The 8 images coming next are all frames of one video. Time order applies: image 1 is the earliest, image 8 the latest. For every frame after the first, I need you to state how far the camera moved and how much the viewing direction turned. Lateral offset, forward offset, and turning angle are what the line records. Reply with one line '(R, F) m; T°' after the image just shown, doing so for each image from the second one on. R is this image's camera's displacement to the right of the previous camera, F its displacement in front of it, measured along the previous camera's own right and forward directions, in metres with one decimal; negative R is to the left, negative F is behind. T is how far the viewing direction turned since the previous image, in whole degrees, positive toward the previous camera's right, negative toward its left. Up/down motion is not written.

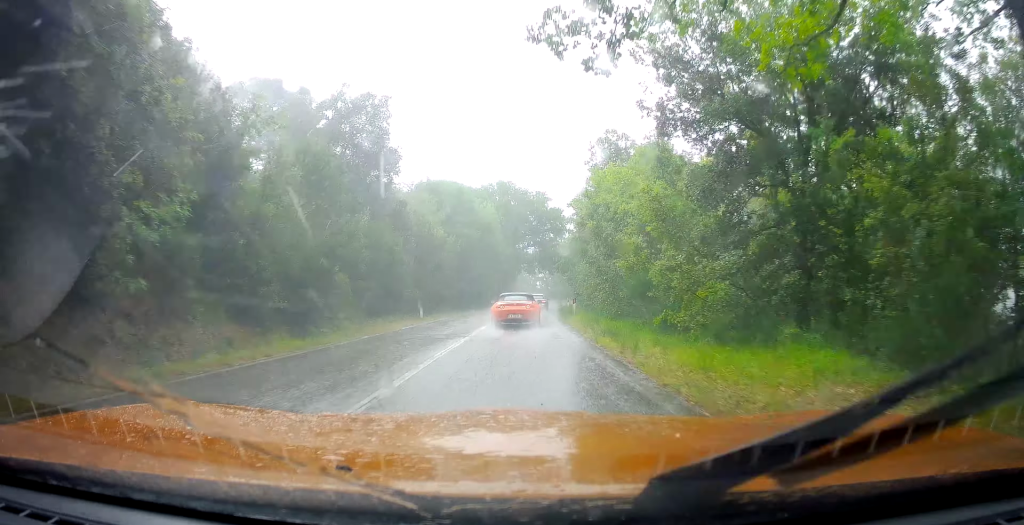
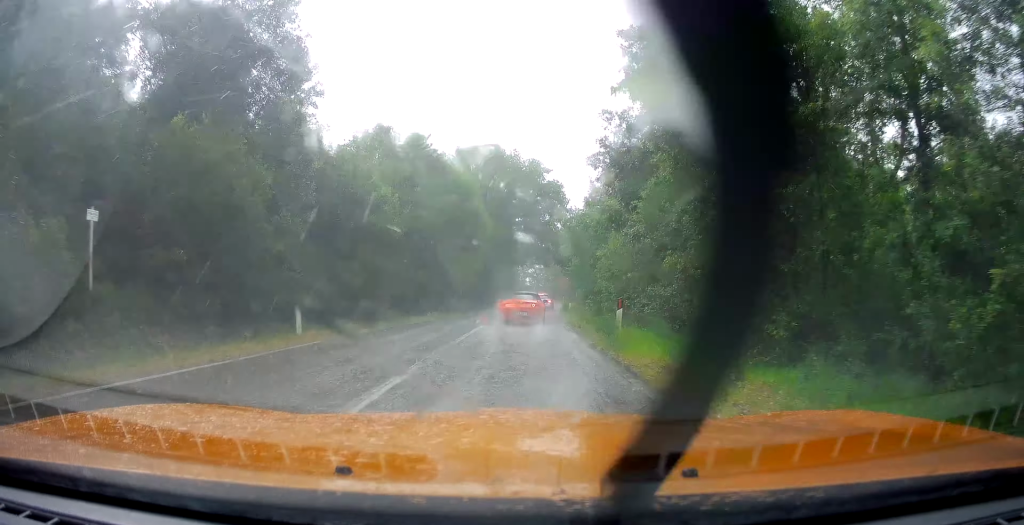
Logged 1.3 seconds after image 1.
(+0.8, +16.3) m; 0°
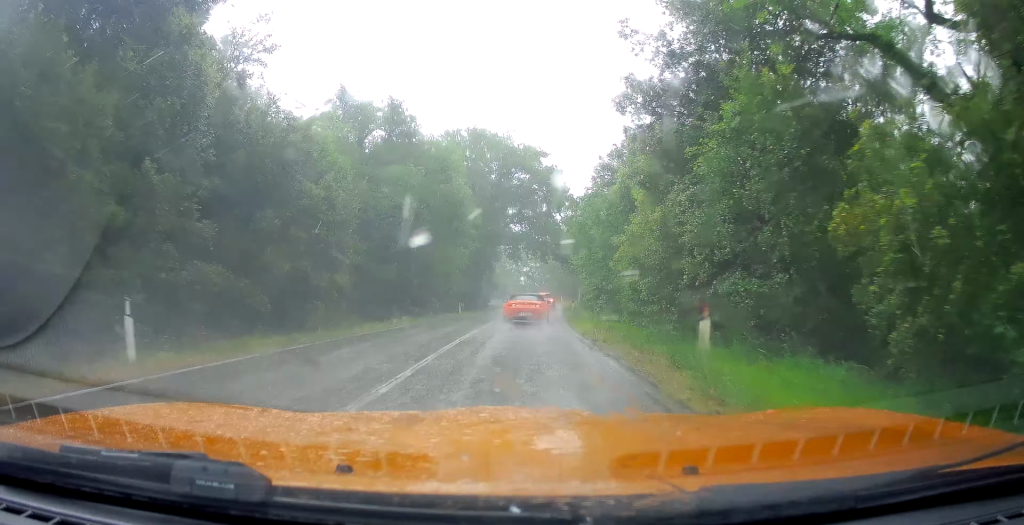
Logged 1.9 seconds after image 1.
(-0.4, +7.3) m; 0°
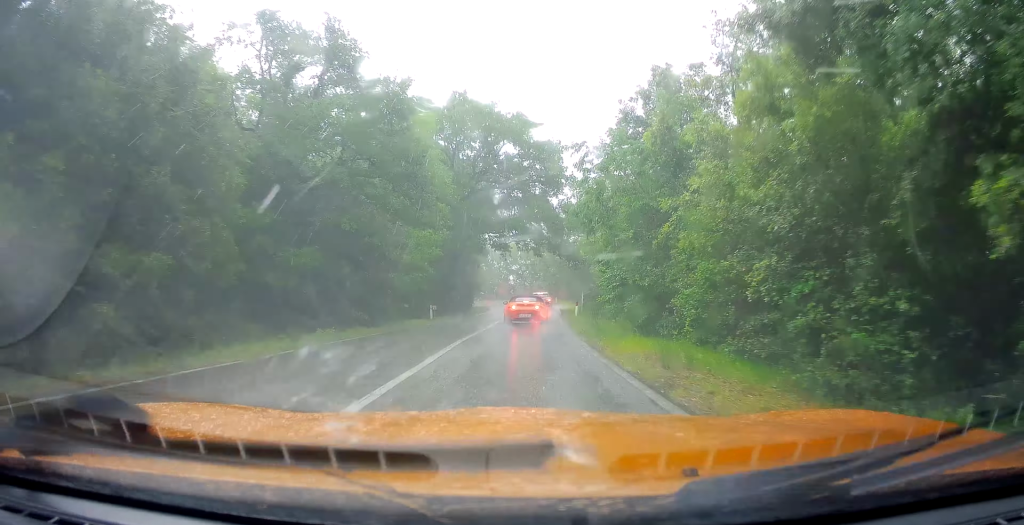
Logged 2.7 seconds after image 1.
(-0.3, +9.4) m; +1°
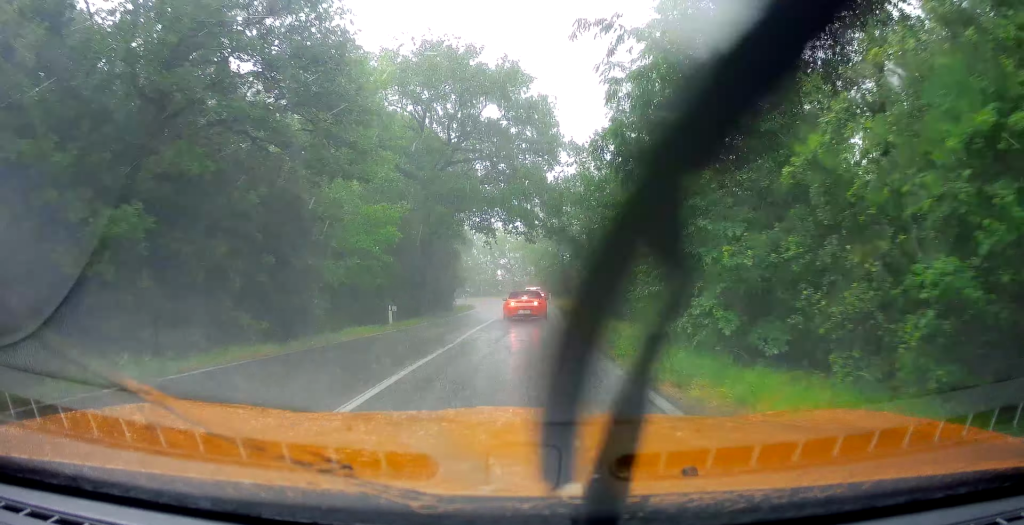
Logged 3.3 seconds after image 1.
(+0.5, +8.5) m; +4°
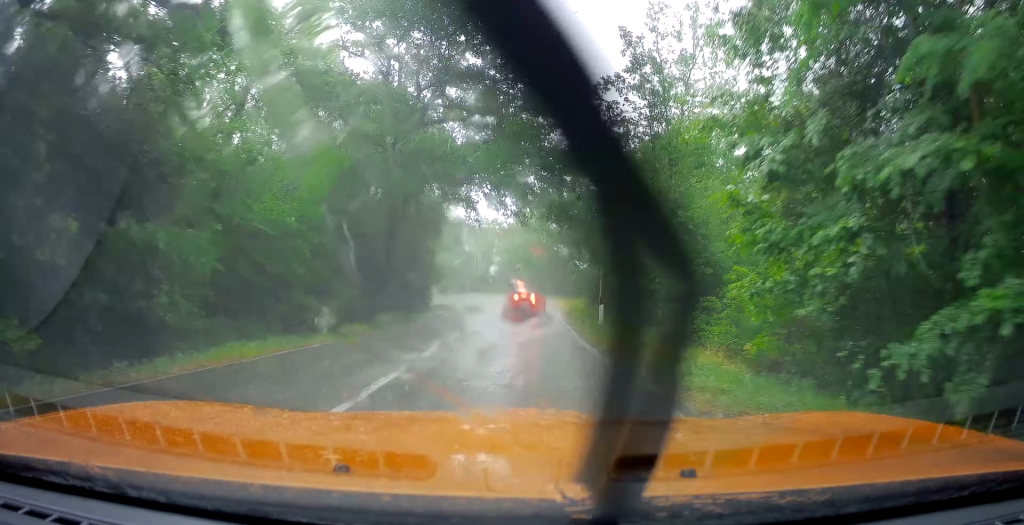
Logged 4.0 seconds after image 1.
(+0.1, +7.8) m; +3°
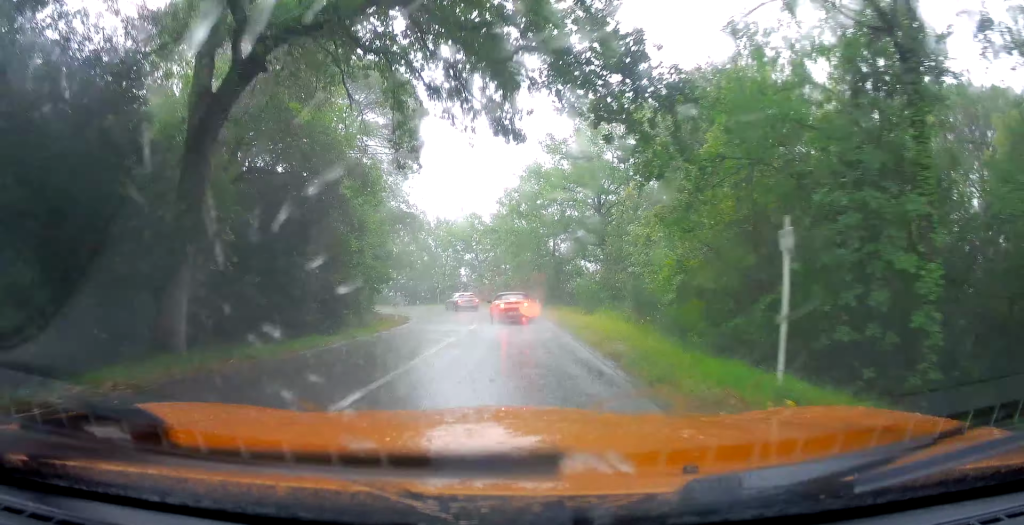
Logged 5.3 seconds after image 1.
(+0.8, +16.0) m; 0°
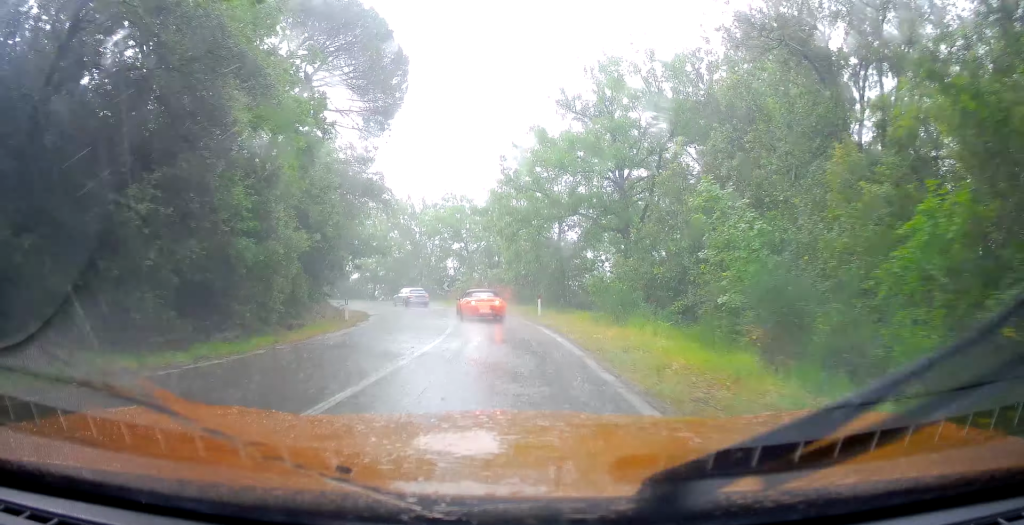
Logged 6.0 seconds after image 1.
(-0.5, +8.5) m; -3°
